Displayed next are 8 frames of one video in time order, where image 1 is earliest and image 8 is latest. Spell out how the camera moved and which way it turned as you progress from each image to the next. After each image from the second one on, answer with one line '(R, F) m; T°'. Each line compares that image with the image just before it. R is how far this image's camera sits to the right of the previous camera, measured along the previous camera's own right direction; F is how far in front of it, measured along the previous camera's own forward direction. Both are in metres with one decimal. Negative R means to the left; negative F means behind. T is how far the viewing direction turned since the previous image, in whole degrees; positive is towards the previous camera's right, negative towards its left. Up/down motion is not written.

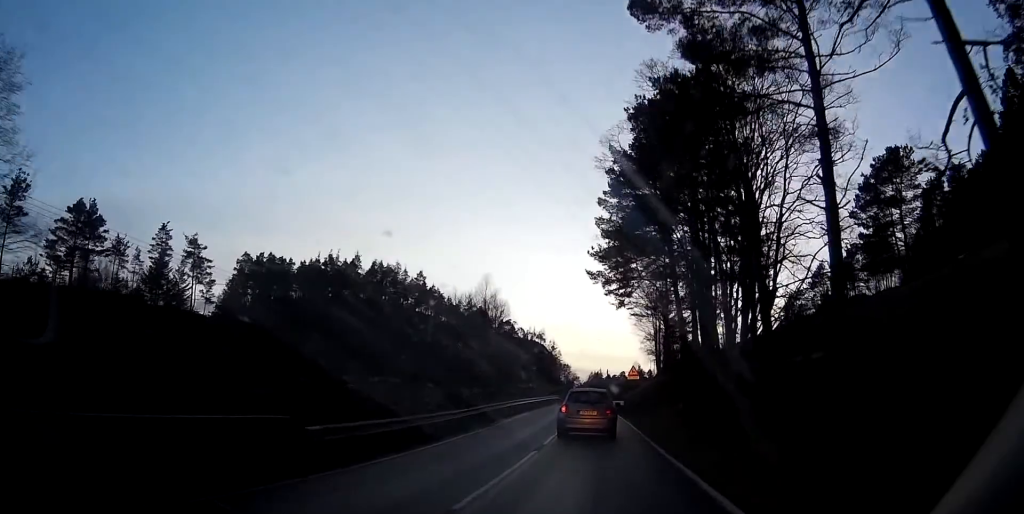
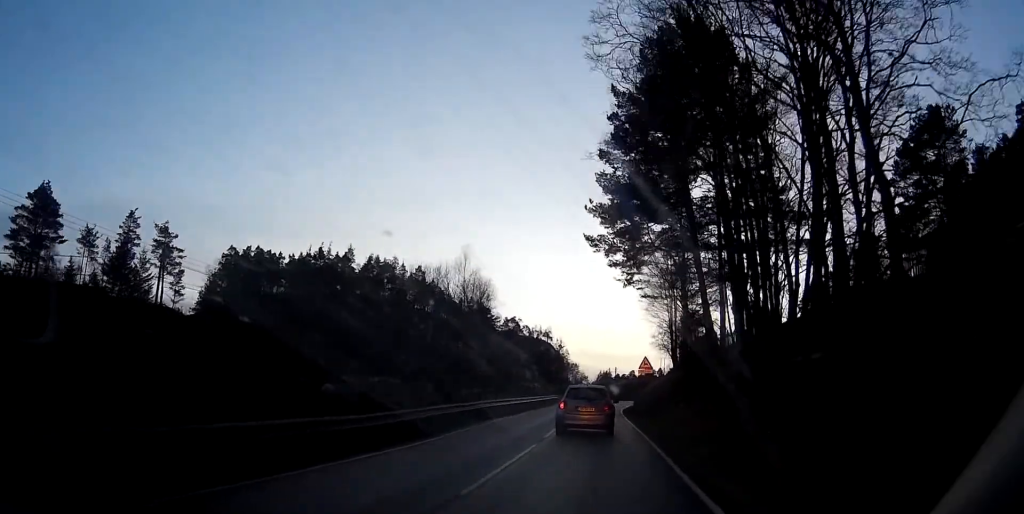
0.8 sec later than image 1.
(0.0, +10.6) m; +1°
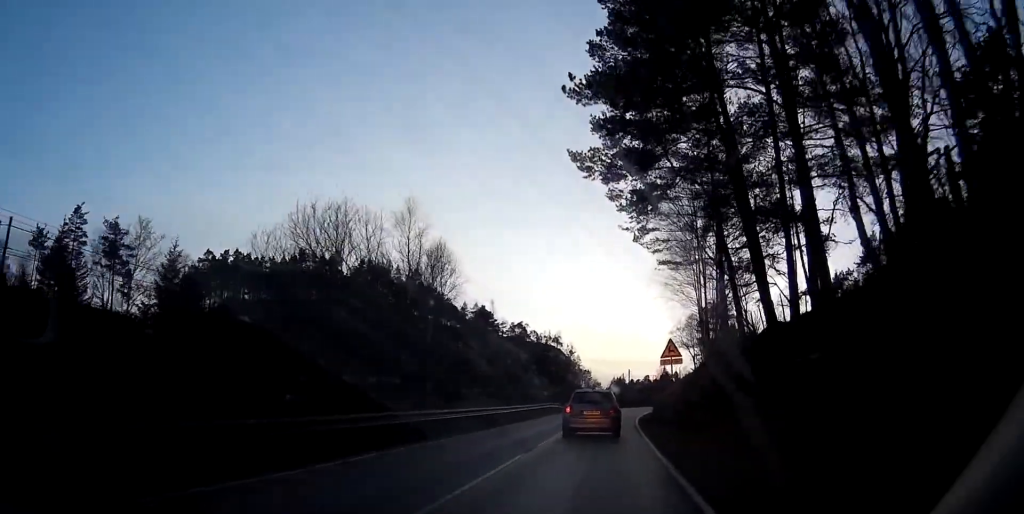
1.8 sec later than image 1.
(+0.1, +14.2) m; +1°
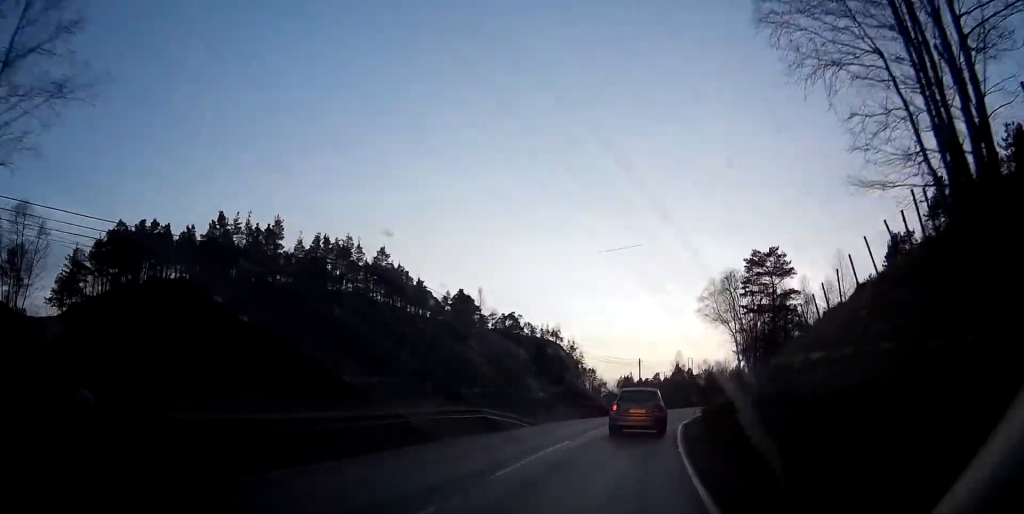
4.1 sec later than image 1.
(+0.1, +31.6) m; +1°
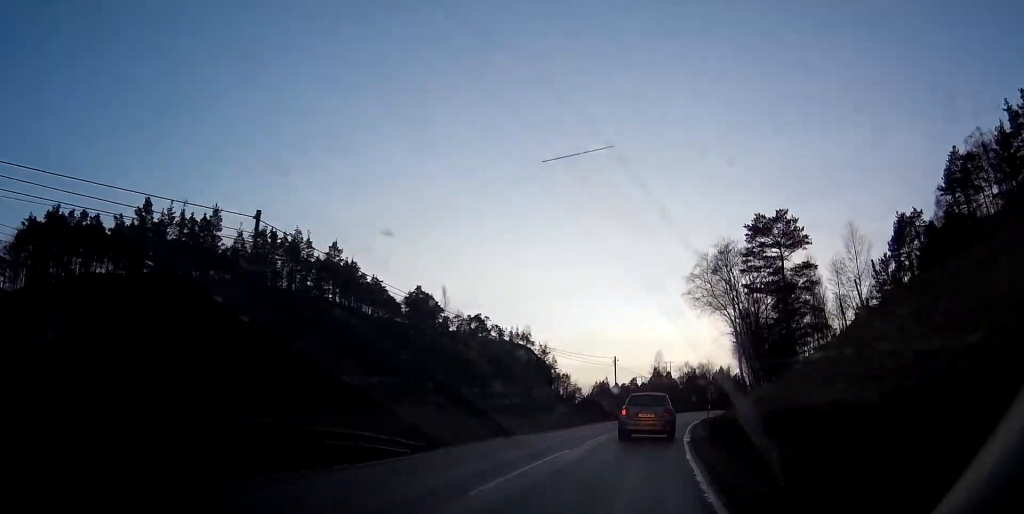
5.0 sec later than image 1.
(+0.2, +13.2) m; +2°
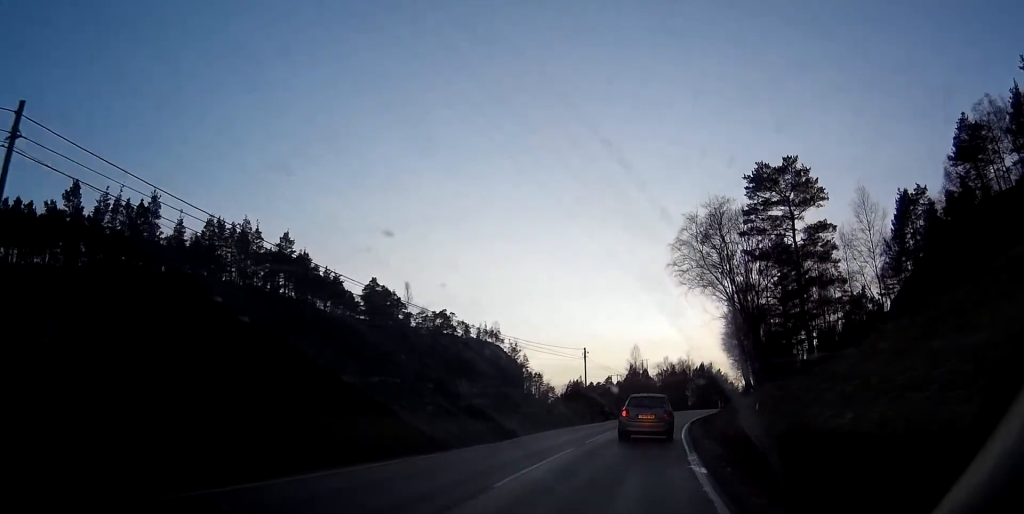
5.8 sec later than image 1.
(+0.1, +10.6) m; +1°
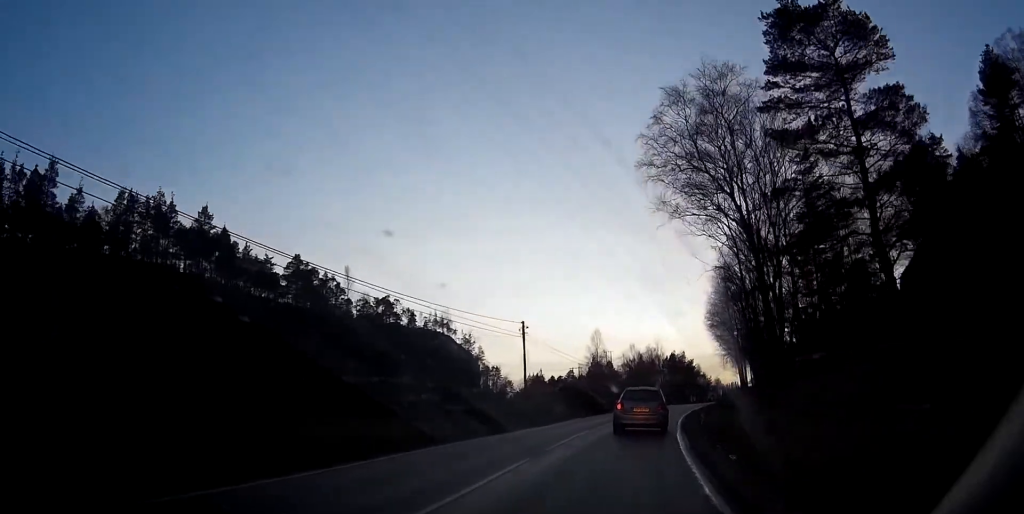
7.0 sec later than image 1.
(+0.3, +16.6) m; +3°
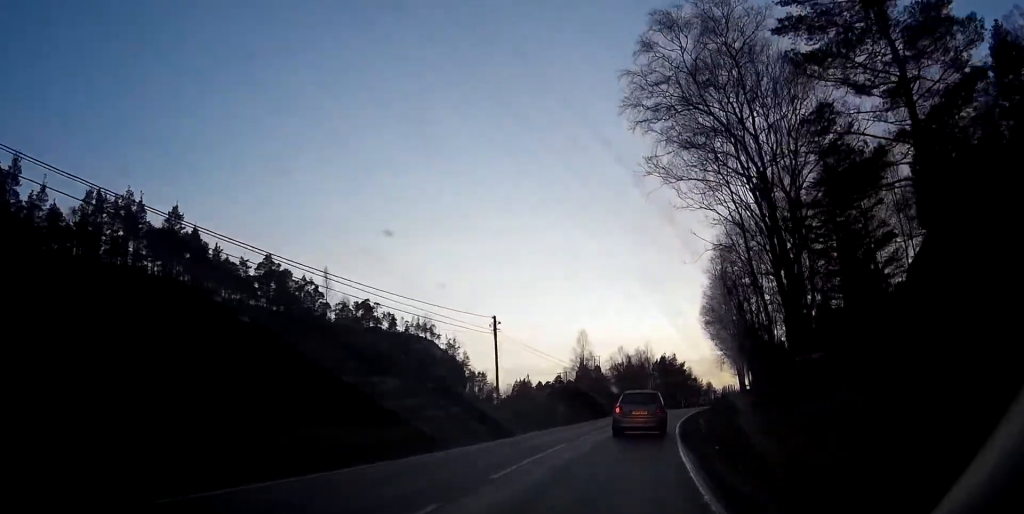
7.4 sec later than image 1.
(0.0, +5.6) m; +1°
